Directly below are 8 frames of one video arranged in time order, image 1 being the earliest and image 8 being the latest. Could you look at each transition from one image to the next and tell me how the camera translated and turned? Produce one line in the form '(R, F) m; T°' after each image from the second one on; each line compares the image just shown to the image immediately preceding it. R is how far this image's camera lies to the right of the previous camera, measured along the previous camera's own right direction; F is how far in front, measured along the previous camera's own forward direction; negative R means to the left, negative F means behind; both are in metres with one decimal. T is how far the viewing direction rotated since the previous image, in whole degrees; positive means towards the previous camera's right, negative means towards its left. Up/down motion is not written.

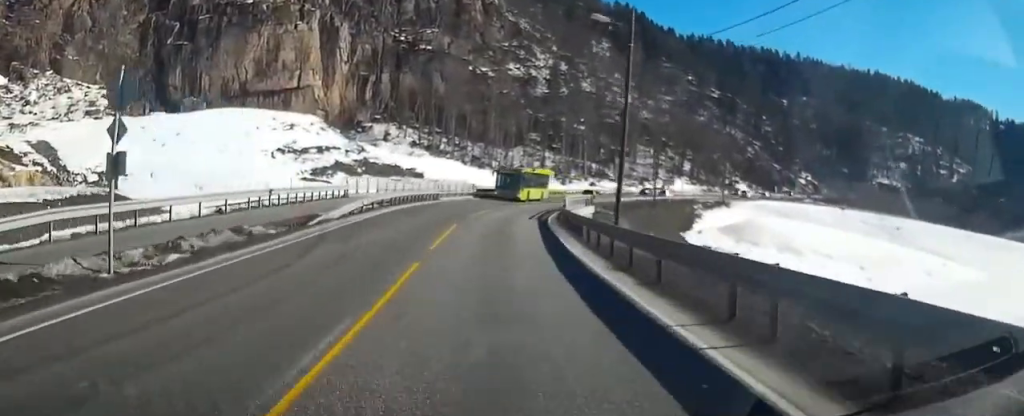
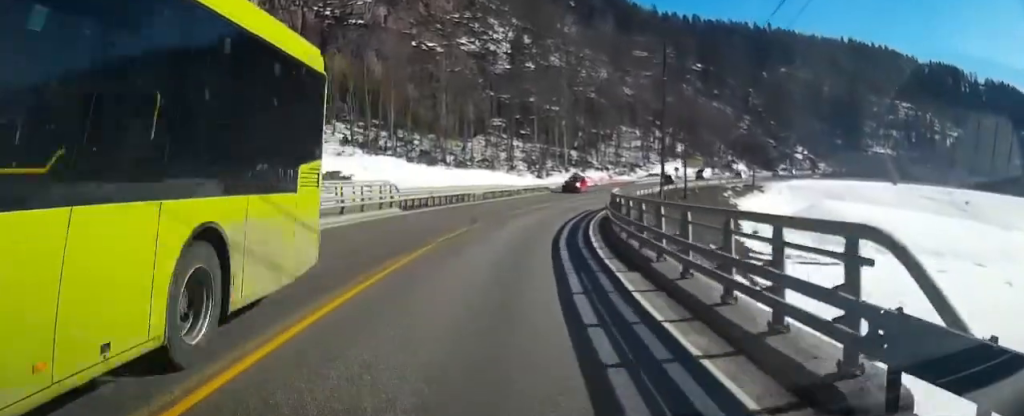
(-0.7, +28.4) m; +1°
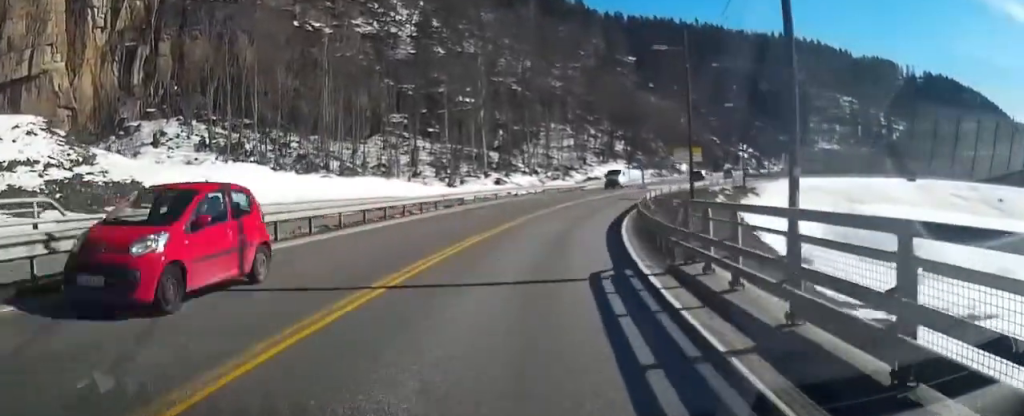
(+1.7, +23.5) m; +10°
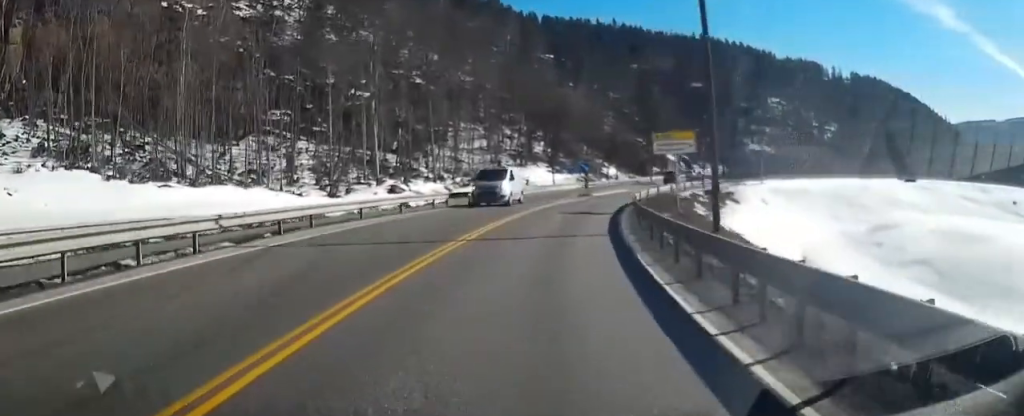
(+1.0, +16.3) m; +9°
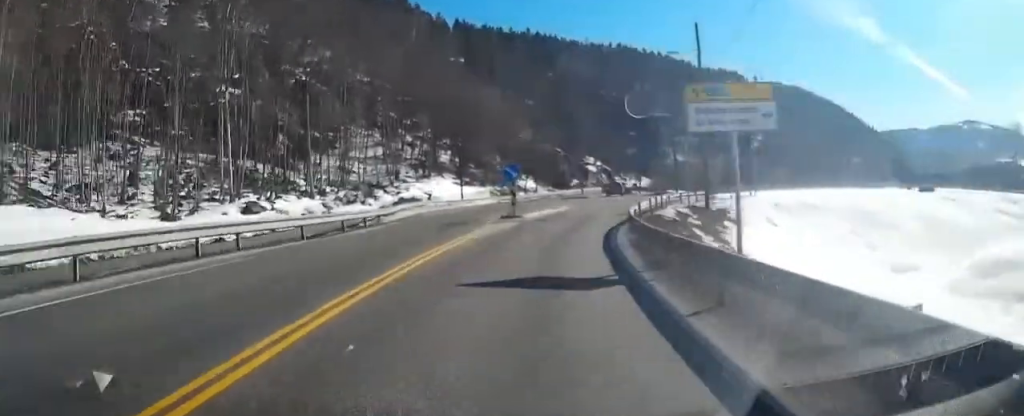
(+1.6, +16.6) m; +9°
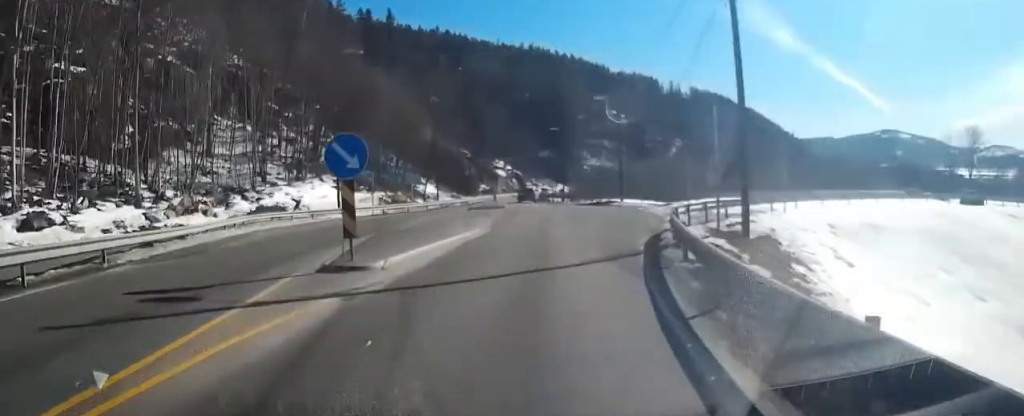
(+1.1, +17.1) m; +8°
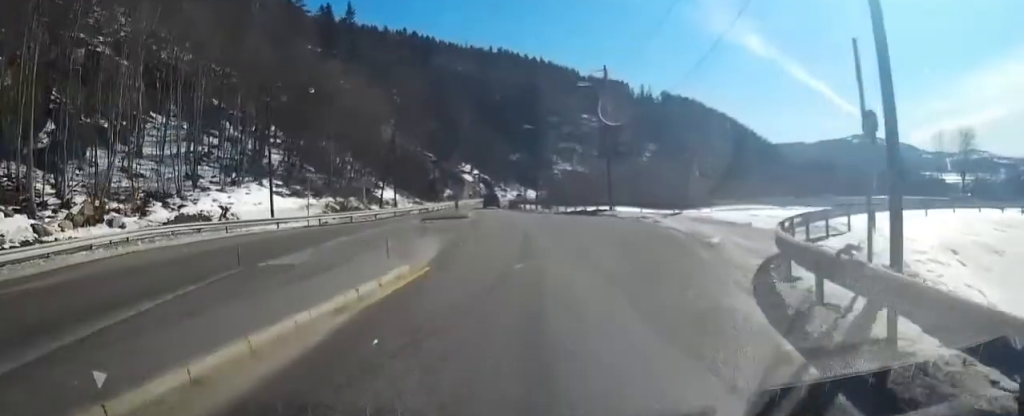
(+0.7, +9.4) m; +3°
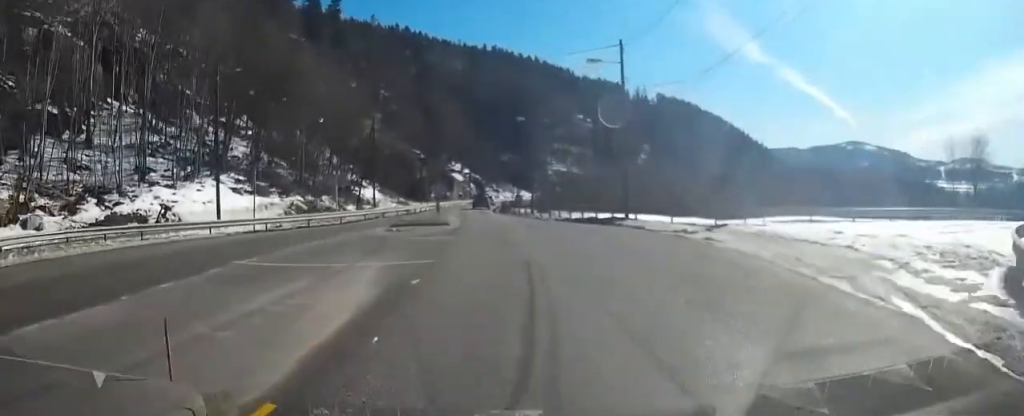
(+0.2, +8.3) m; +2°
